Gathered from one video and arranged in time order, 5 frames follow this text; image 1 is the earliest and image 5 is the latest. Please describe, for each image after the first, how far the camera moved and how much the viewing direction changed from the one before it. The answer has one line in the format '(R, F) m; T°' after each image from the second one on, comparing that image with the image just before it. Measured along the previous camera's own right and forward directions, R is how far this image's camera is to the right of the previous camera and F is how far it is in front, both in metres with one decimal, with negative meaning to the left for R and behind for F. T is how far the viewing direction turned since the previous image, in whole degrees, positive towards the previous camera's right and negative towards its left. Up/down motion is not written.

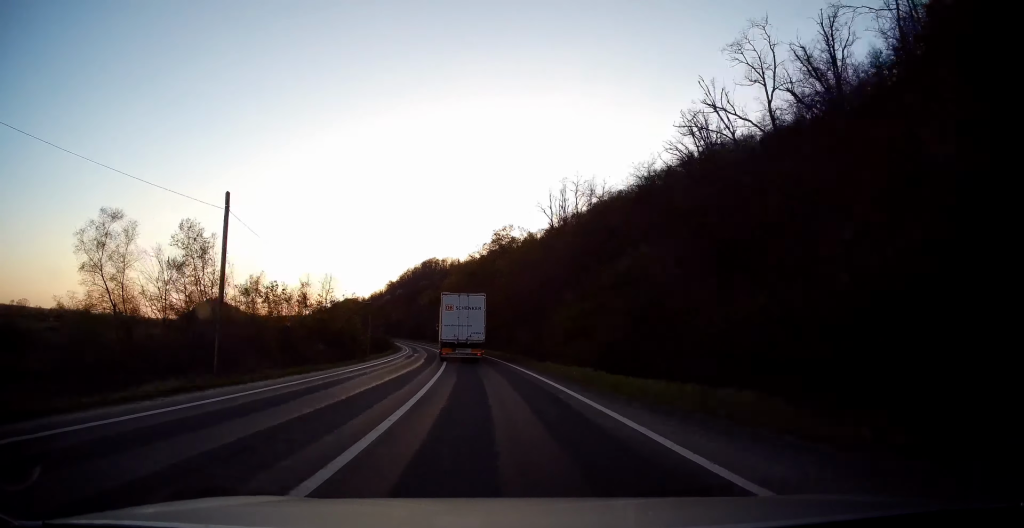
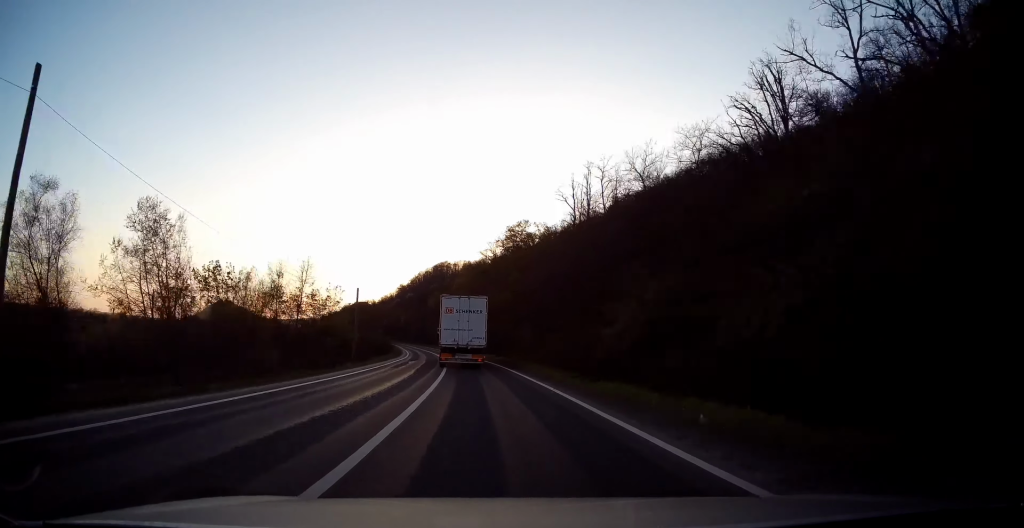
(+0.1, +10.1) m; -1°
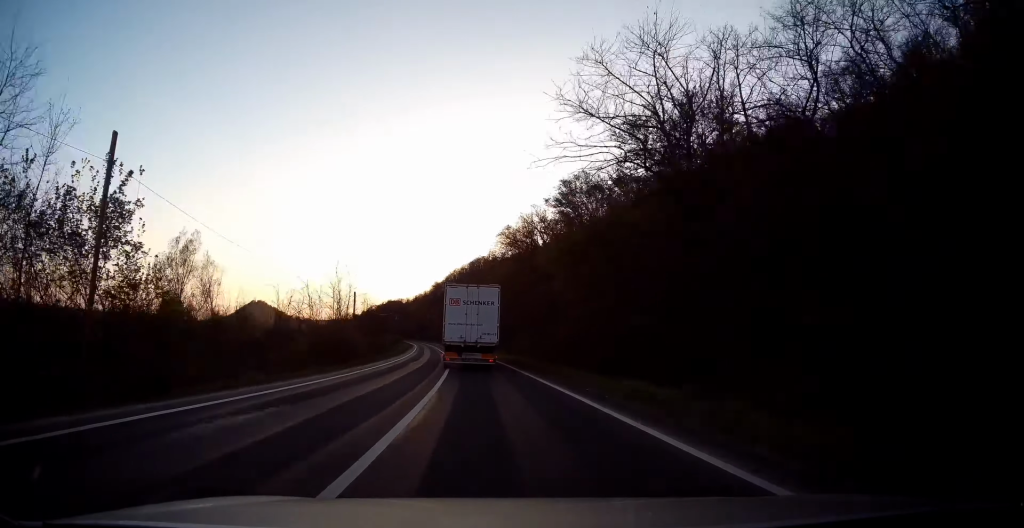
(-1.4, +32.5) m; -5°
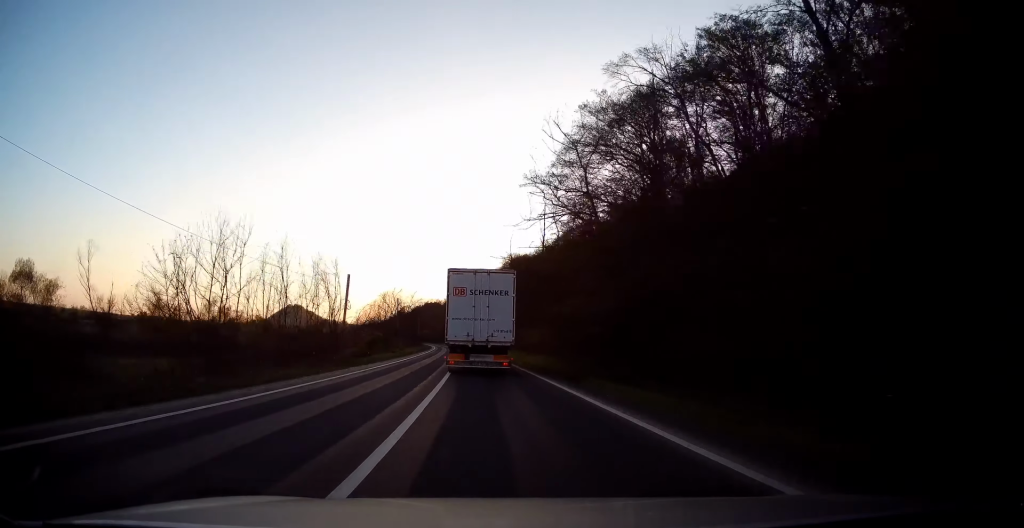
(-1.9, +43.2) m; -4°
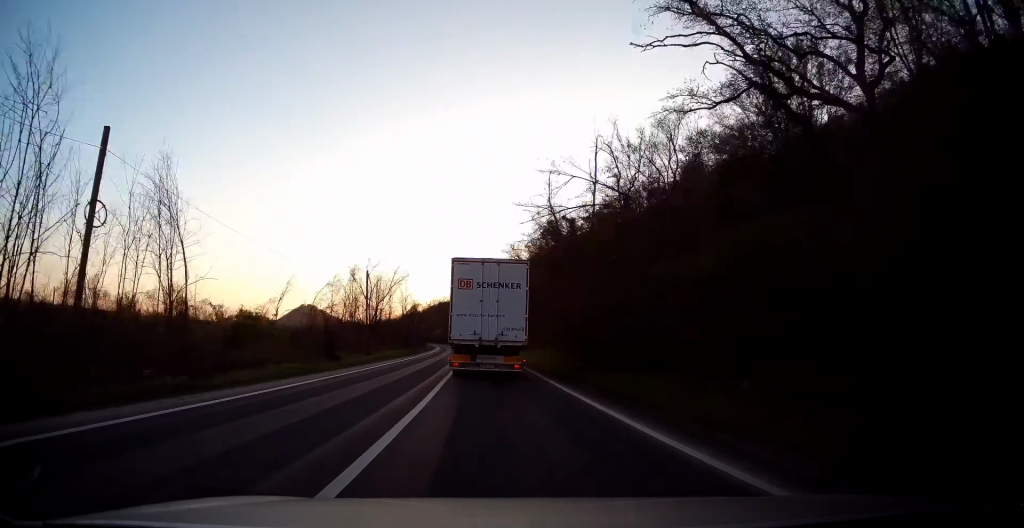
(-0.1, +26.5) m; -2°
